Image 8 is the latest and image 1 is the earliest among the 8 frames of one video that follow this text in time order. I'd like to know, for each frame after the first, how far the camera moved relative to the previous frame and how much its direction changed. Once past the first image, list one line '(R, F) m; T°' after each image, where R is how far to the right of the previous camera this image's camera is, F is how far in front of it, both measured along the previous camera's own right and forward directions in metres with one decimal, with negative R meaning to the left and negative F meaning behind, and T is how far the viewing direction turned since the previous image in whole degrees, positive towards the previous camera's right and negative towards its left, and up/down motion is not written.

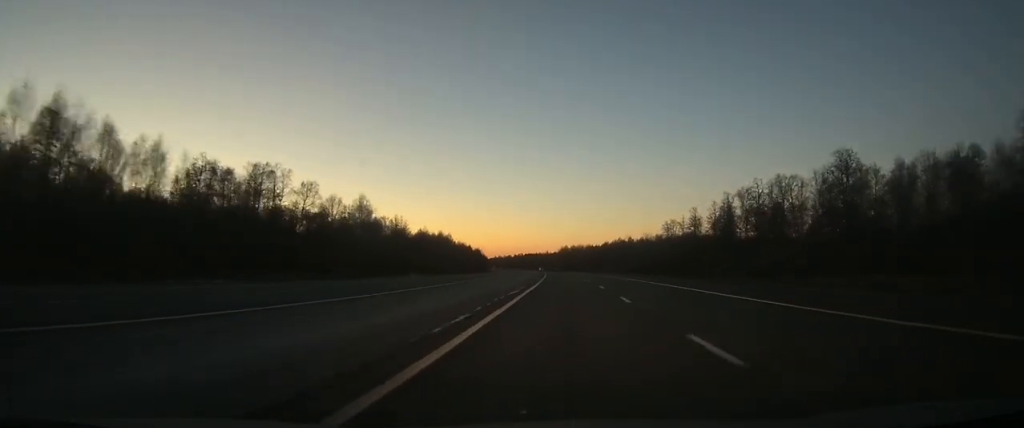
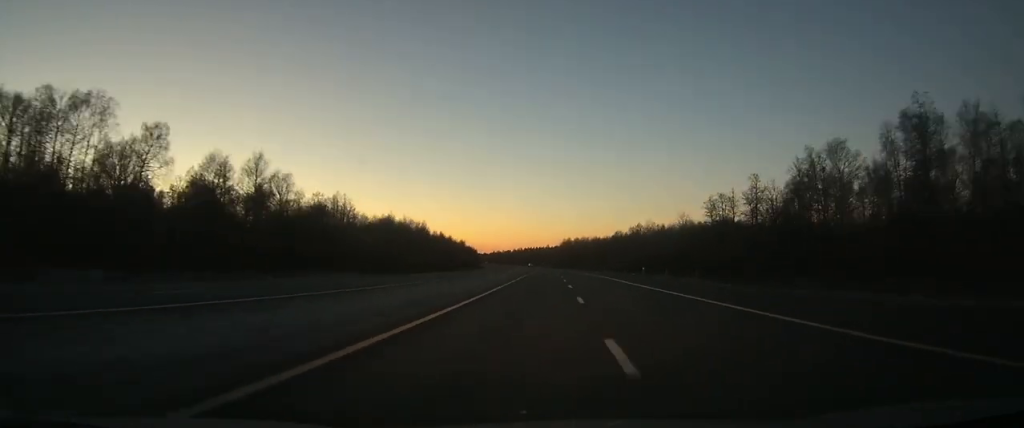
(-0.6, +59.9) m; -1°
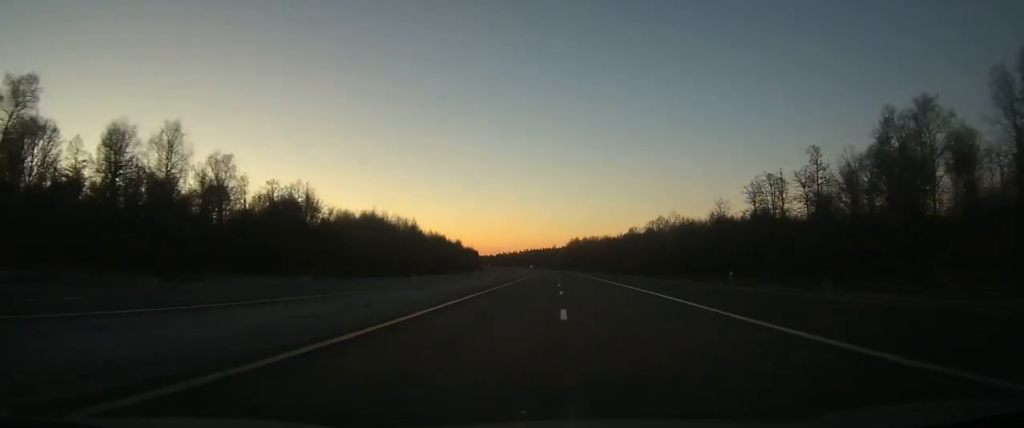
(+0.1, +29.0) m; -1°
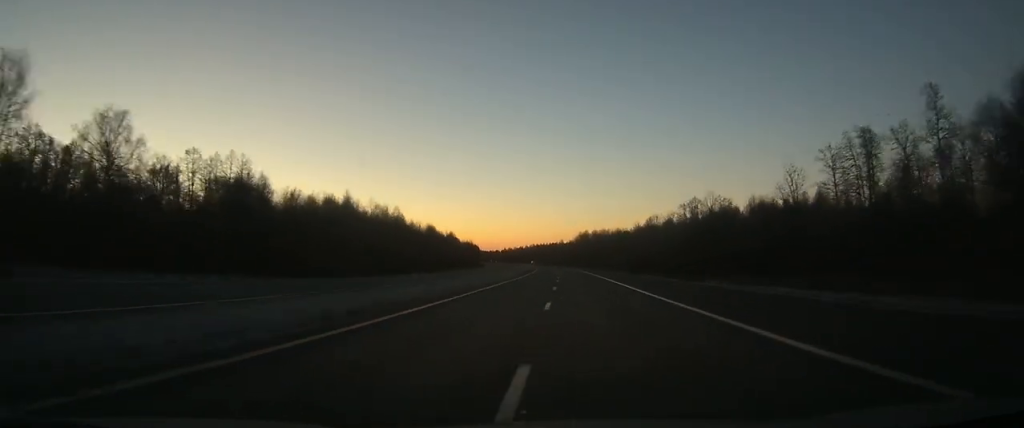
(-0.5, +33.1) m; -1°
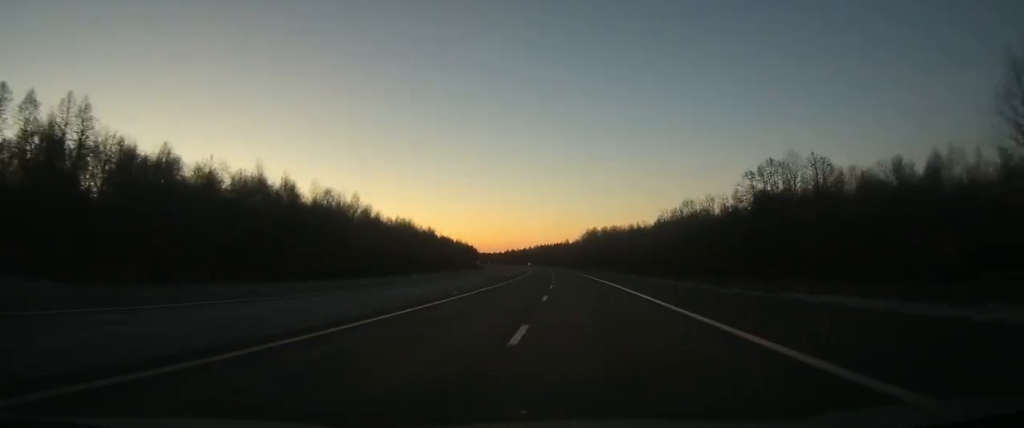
(-0.3, +42.9) m; -1°
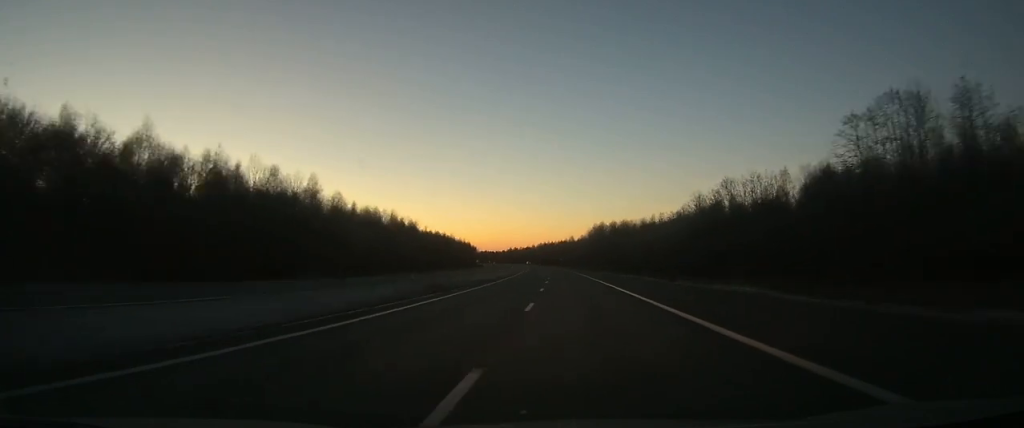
(+0.1, +29.3) m; 0°
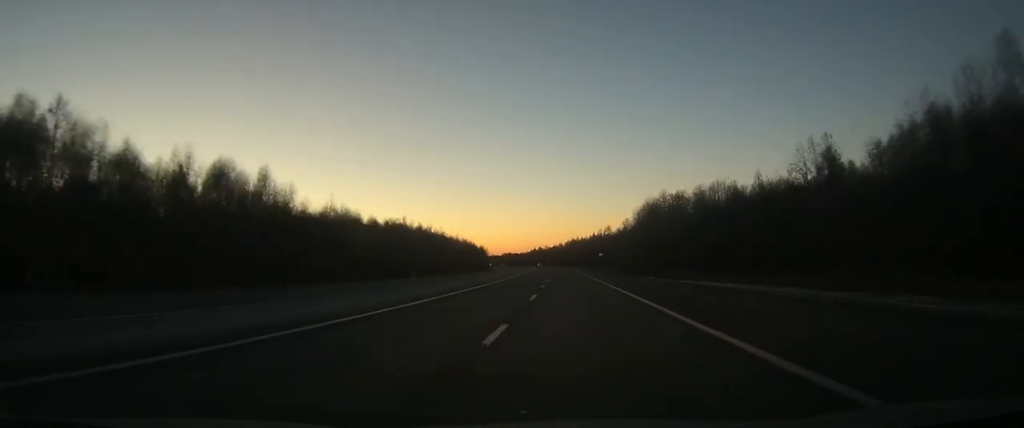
(-1.9, +102.5) m; -2°
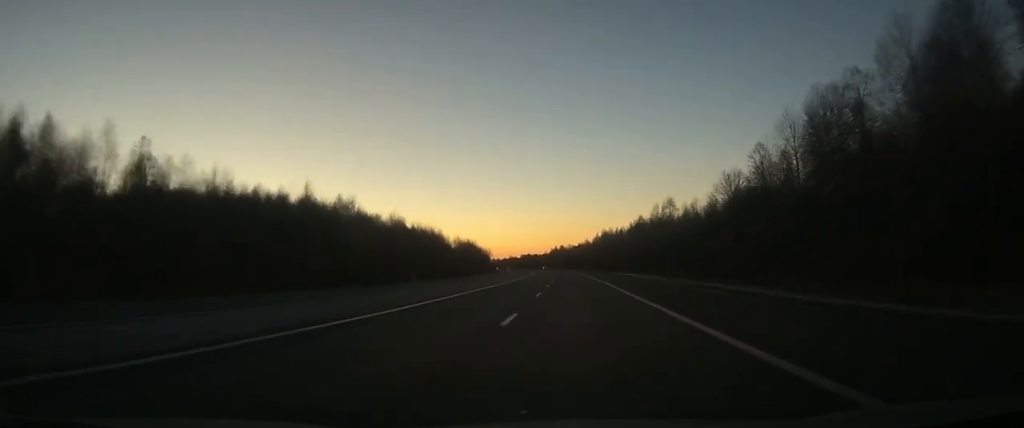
(-2.7, +116.7) m; -3°
